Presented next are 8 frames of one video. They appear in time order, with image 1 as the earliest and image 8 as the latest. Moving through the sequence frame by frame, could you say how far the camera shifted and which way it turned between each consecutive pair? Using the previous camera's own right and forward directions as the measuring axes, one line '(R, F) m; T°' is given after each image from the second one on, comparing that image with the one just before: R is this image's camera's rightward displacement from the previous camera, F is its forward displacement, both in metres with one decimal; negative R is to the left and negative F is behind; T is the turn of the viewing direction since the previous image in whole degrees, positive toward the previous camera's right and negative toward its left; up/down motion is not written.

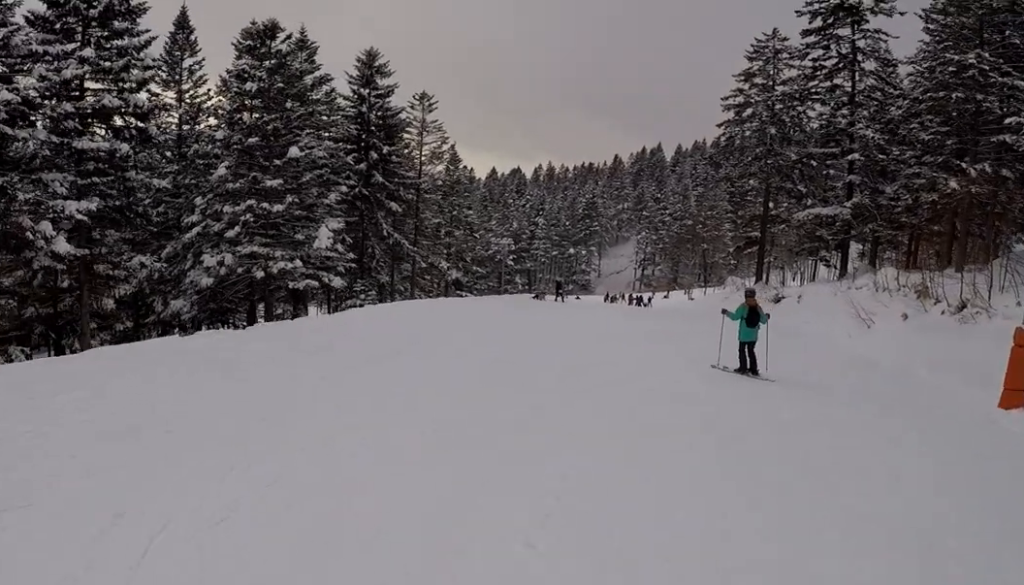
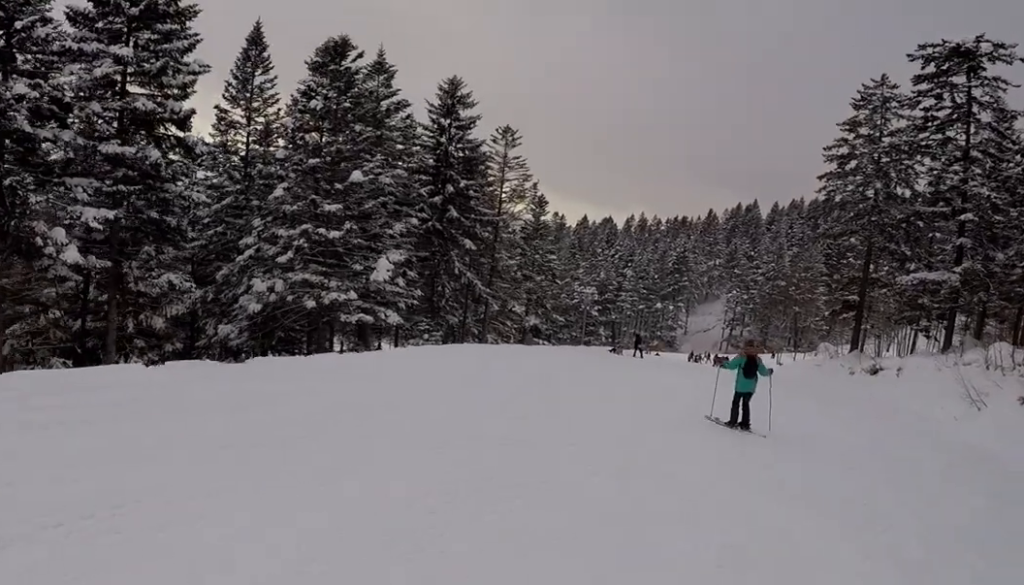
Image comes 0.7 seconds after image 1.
(-0.4, +3.0) m; -5°
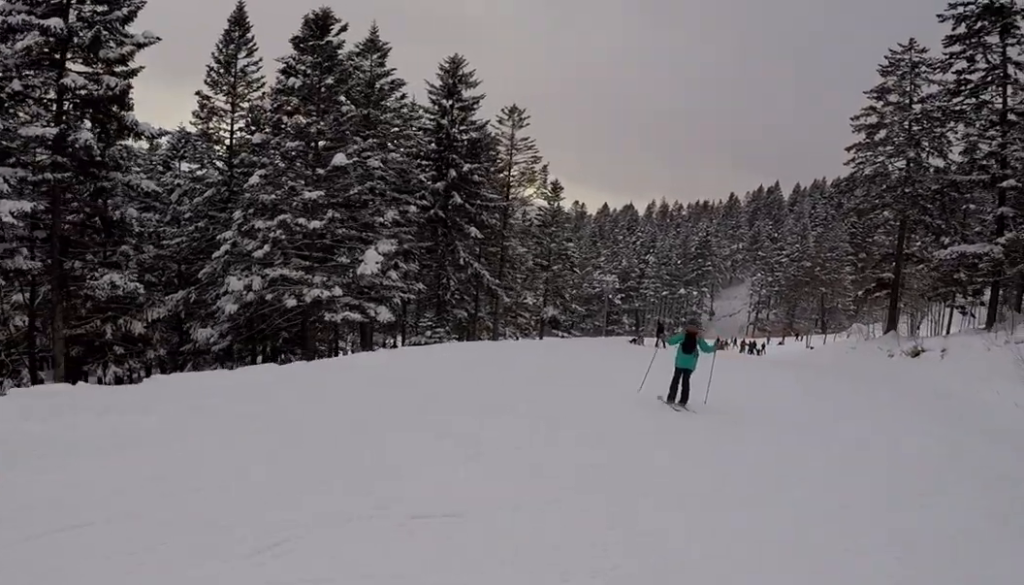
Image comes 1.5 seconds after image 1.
(-0.5, +3.5) m; +3°
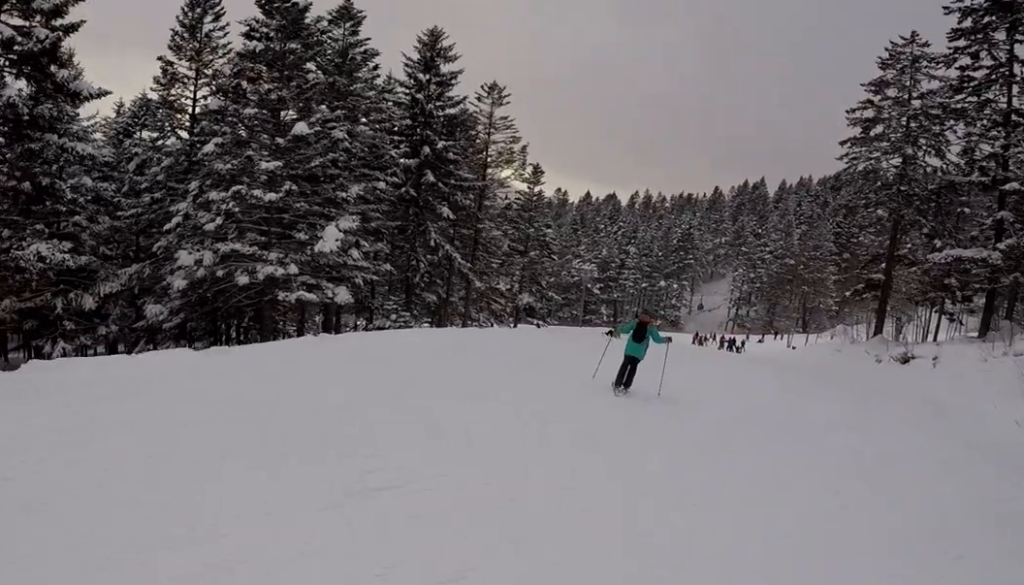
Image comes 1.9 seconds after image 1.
(+0.4, +1.9) m; +8°
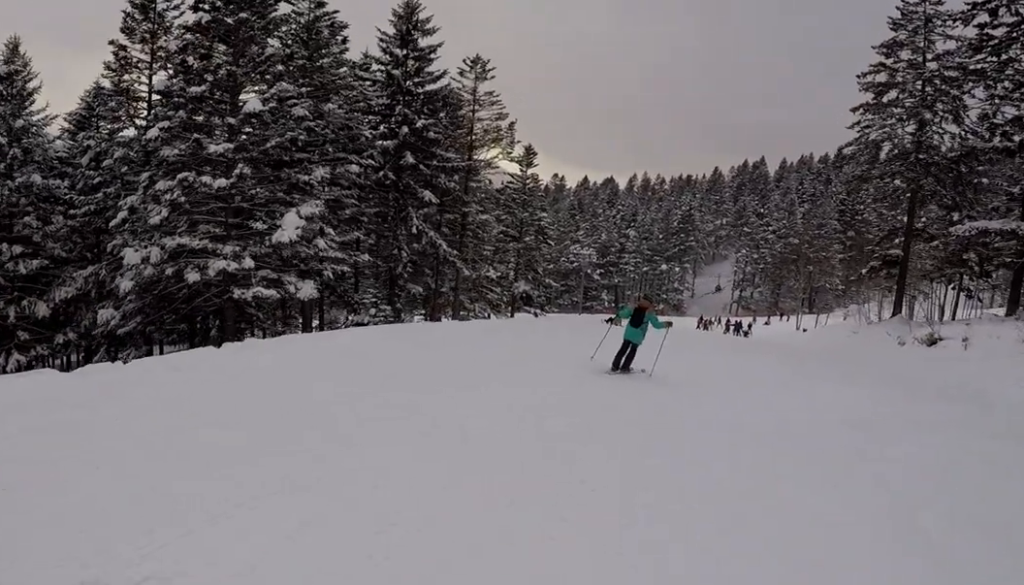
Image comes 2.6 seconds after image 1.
(+0.3, +3.1) m; +7°
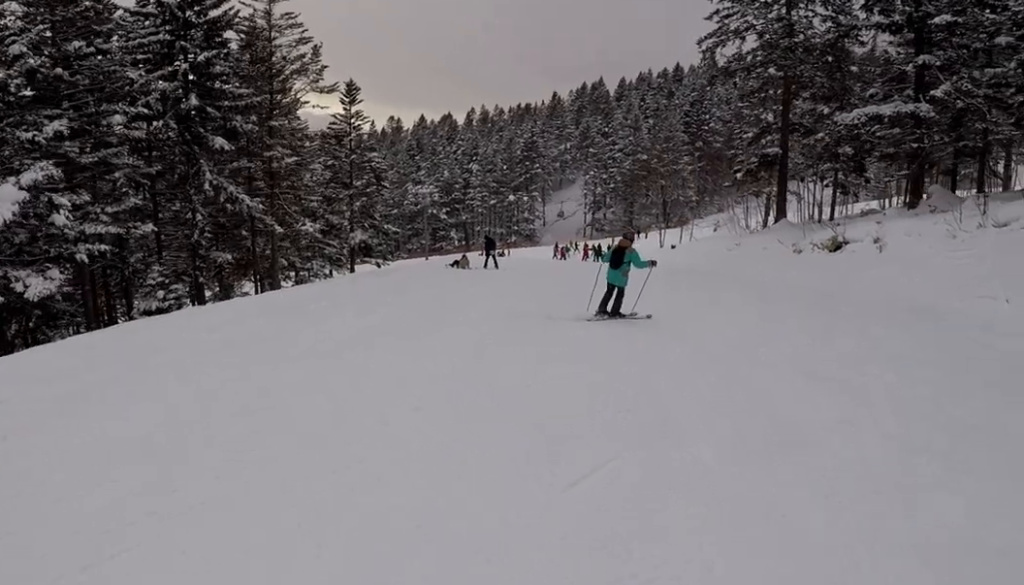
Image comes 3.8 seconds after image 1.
(+0.1, +6.0) m; +1°
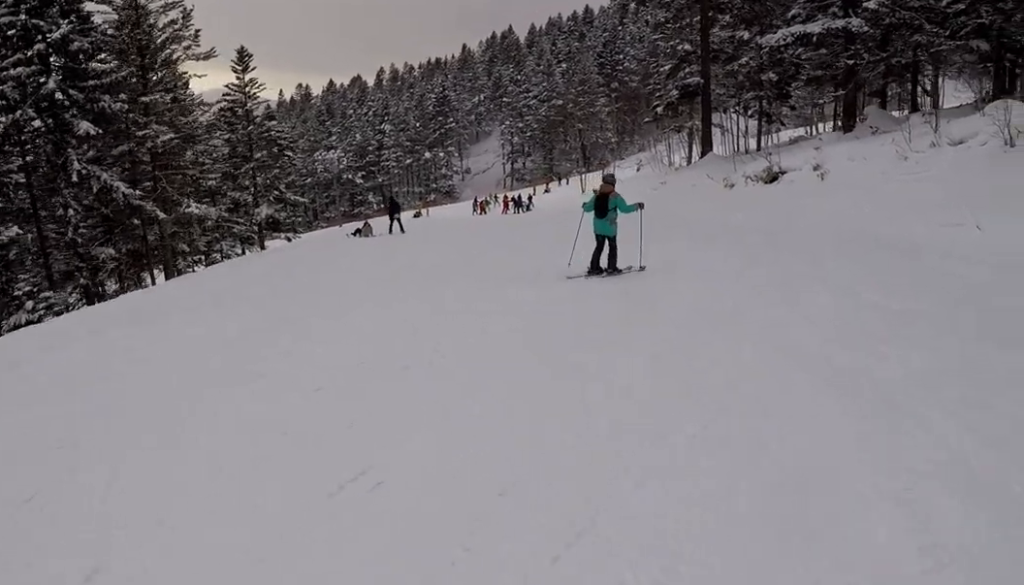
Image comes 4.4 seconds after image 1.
(0.0, +2.7) m; 0°
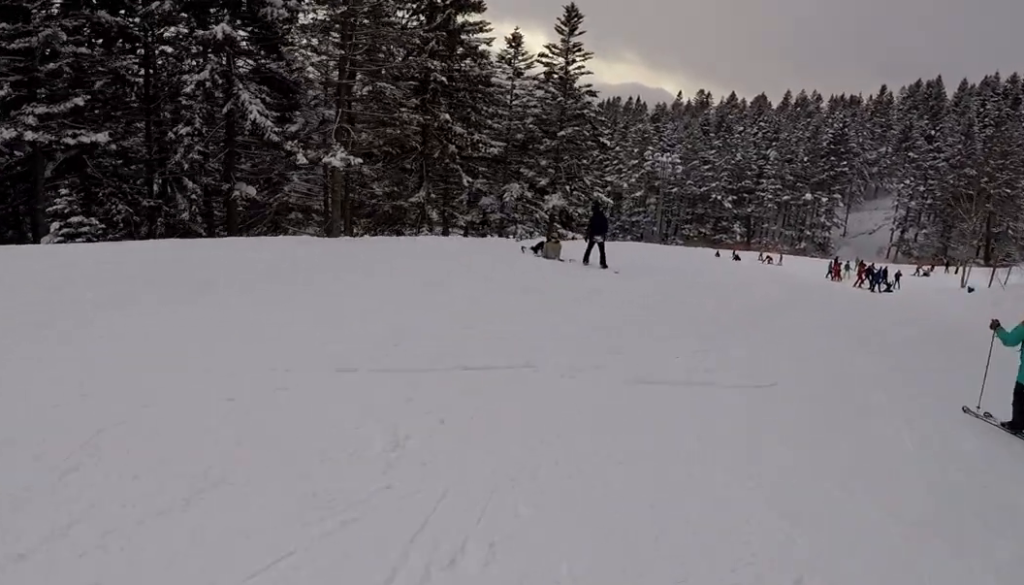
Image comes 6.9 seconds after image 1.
(-2.1, +11.9) m; -16°
